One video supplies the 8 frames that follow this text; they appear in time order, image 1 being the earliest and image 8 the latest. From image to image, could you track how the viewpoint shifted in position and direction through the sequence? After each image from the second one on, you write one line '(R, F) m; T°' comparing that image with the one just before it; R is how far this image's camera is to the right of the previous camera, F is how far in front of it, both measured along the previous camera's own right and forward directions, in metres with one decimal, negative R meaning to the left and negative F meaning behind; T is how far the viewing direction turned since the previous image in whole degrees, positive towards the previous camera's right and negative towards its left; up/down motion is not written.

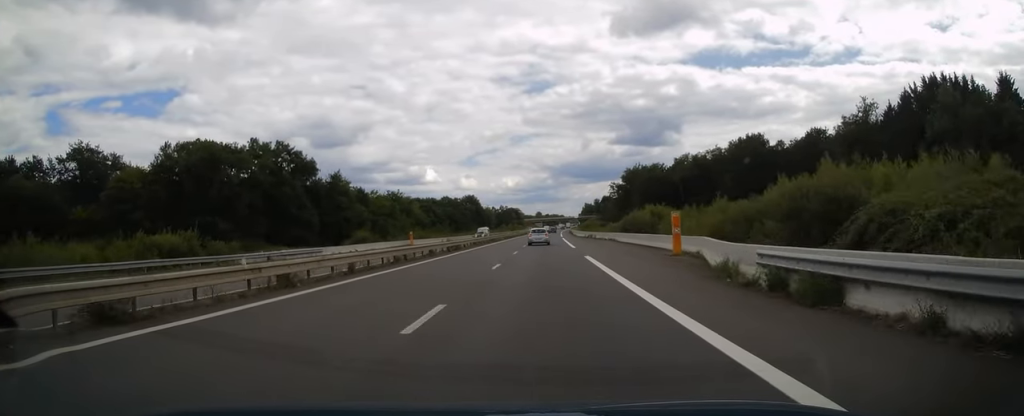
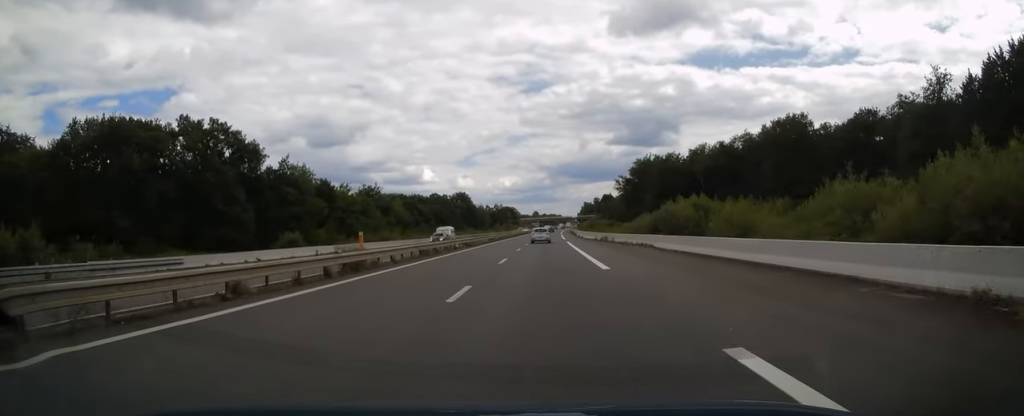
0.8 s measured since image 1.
(0.0, +22.7) m; 0°
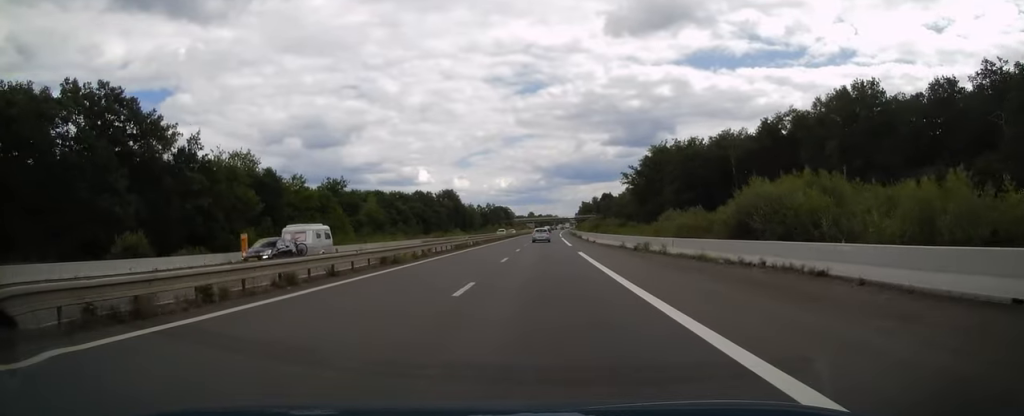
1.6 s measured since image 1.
(+0.2, +25.1) m; +1°
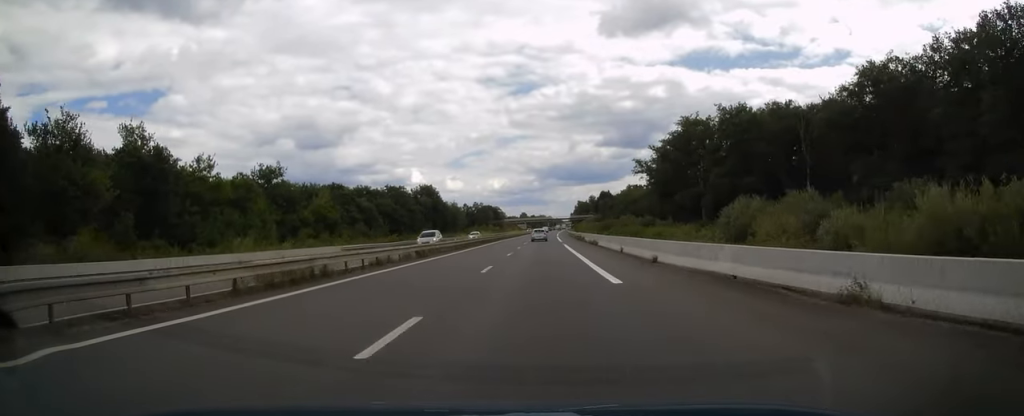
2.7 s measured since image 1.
(+0.1, +32.0) m; 0°
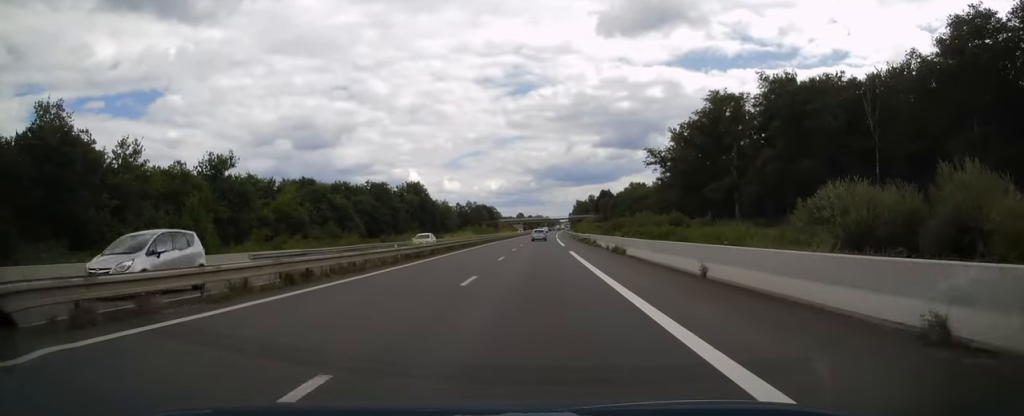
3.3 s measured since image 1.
(0.0, +17.2) m; 0°
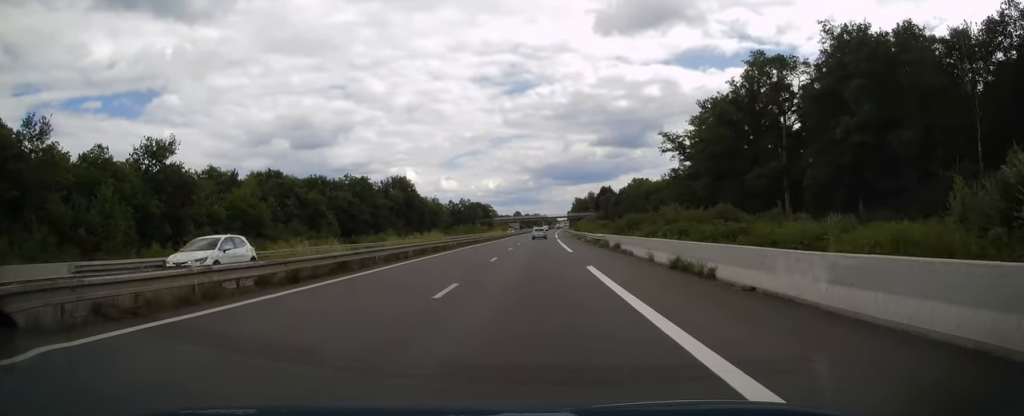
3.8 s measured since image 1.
(0.0, +16.2) m; 0°
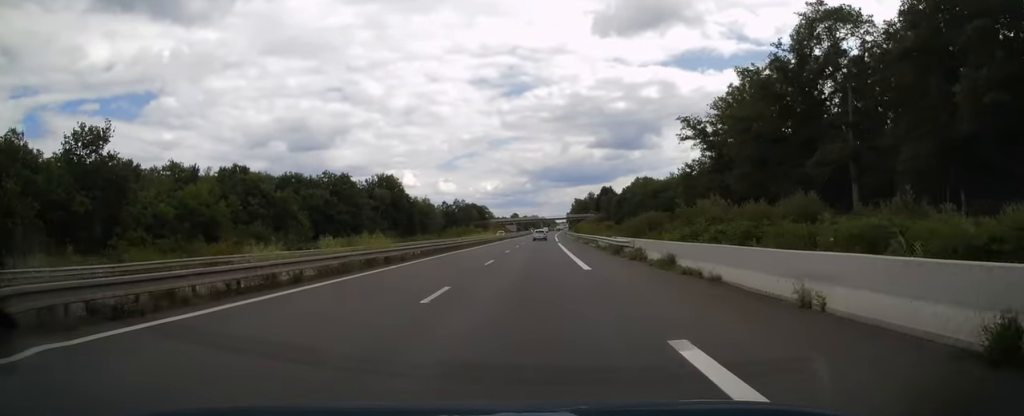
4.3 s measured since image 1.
(+0.1, +13.8) m; 0°
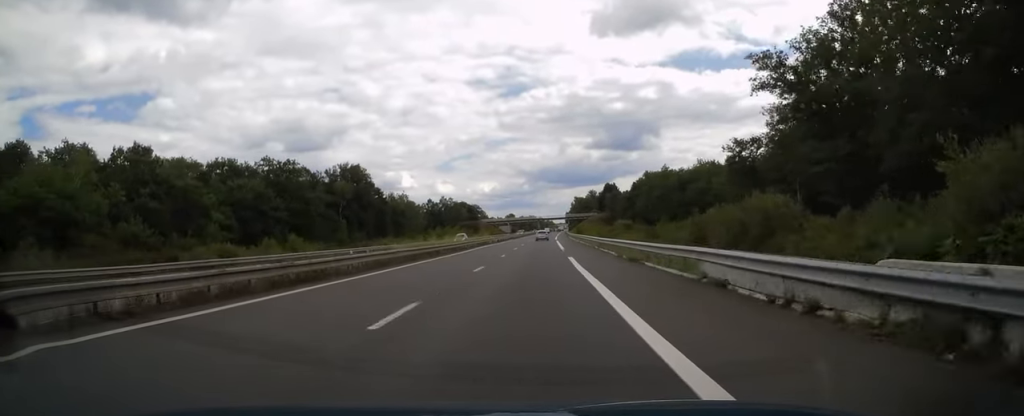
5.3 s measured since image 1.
(+0.1, +29.0) m; 0°
